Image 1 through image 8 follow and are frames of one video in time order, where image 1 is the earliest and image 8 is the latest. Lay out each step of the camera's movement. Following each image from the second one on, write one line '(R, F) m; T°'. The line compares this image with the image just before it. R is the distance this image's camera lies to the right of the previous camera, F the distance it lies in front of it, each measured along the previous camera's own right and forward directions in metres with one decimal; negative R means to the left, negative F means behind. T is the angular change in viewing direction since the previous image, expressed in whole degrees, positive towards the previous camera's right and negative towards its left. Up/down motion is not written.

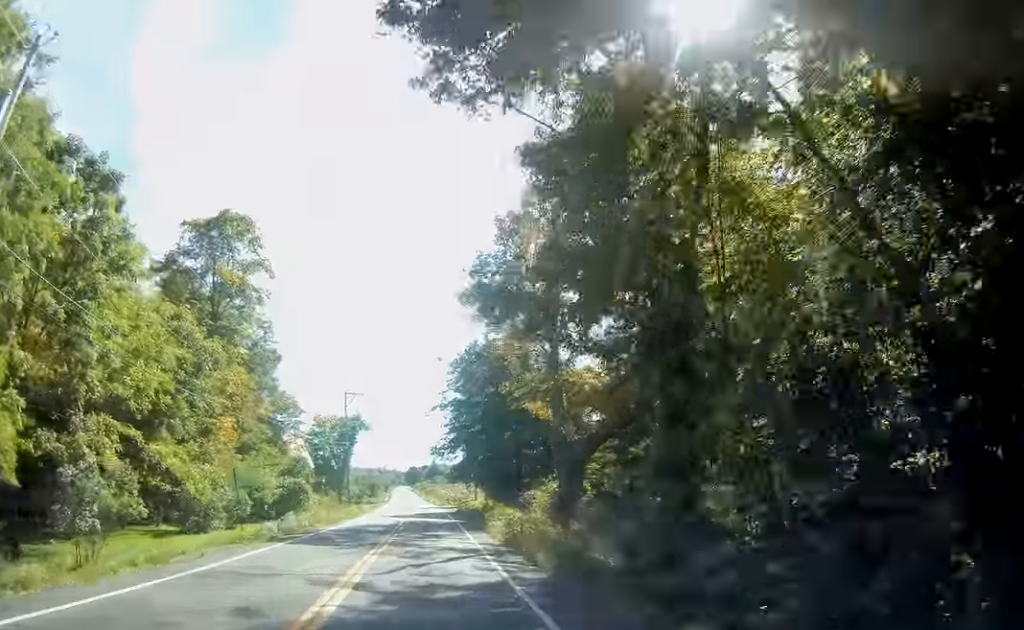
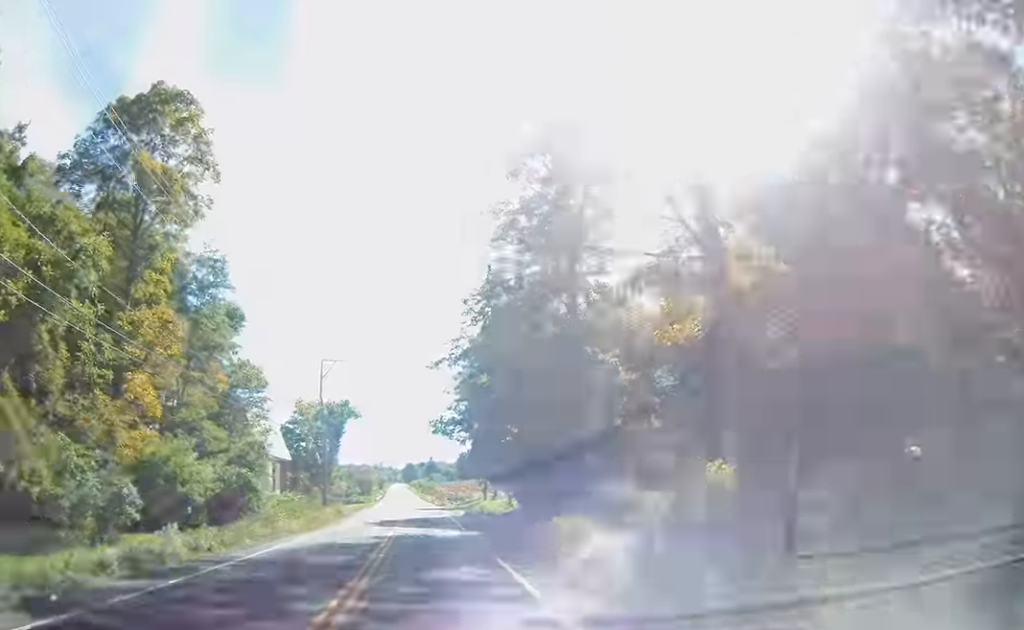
(+0.1, +16.5) m; 0°
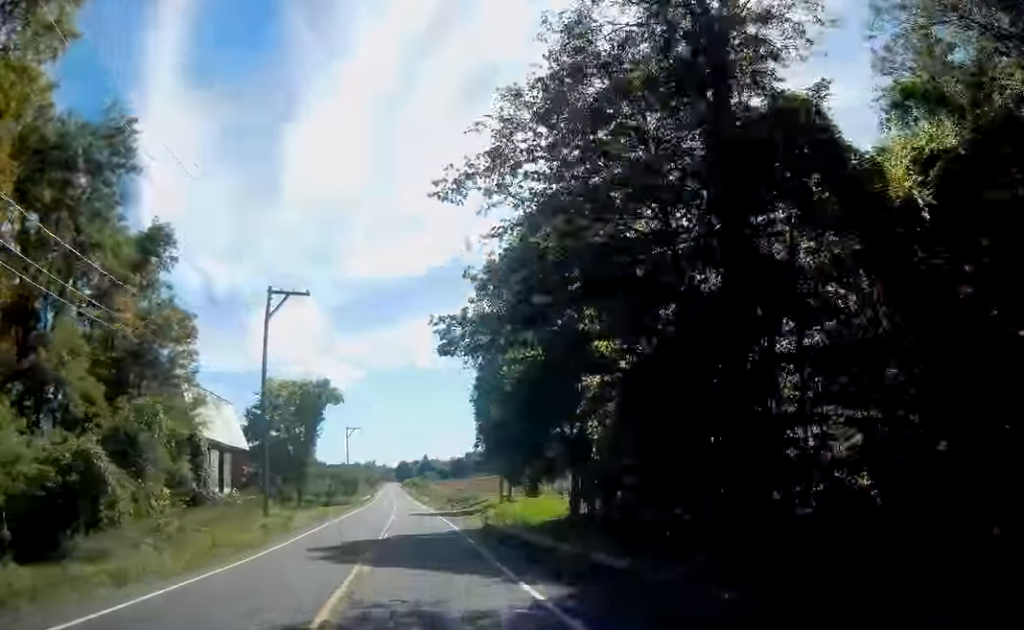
(0.0, +19.1) m; 0°
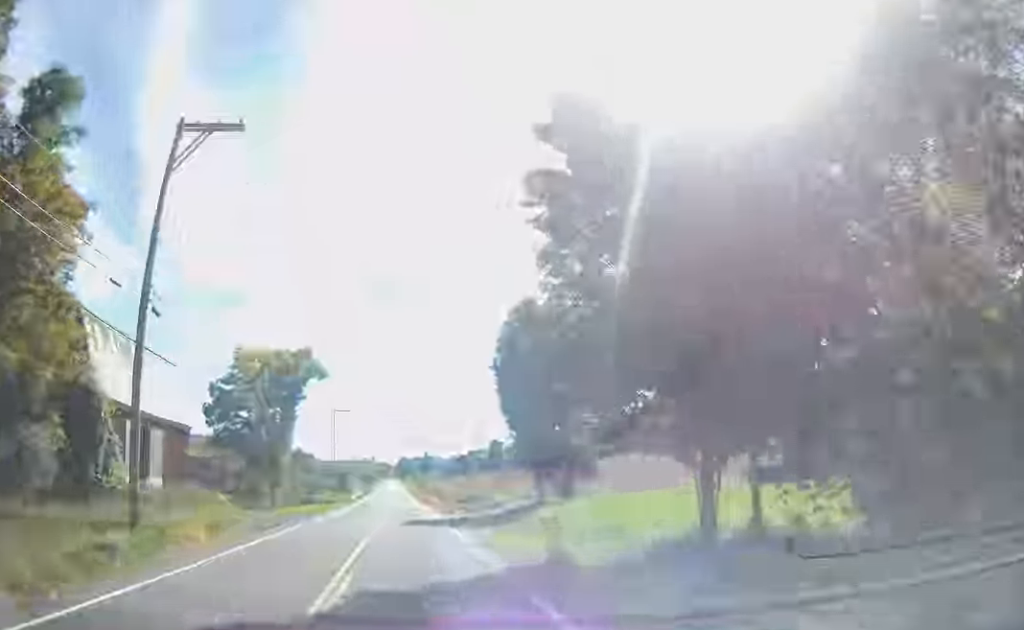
(+0.1, +17.6) m; 0°
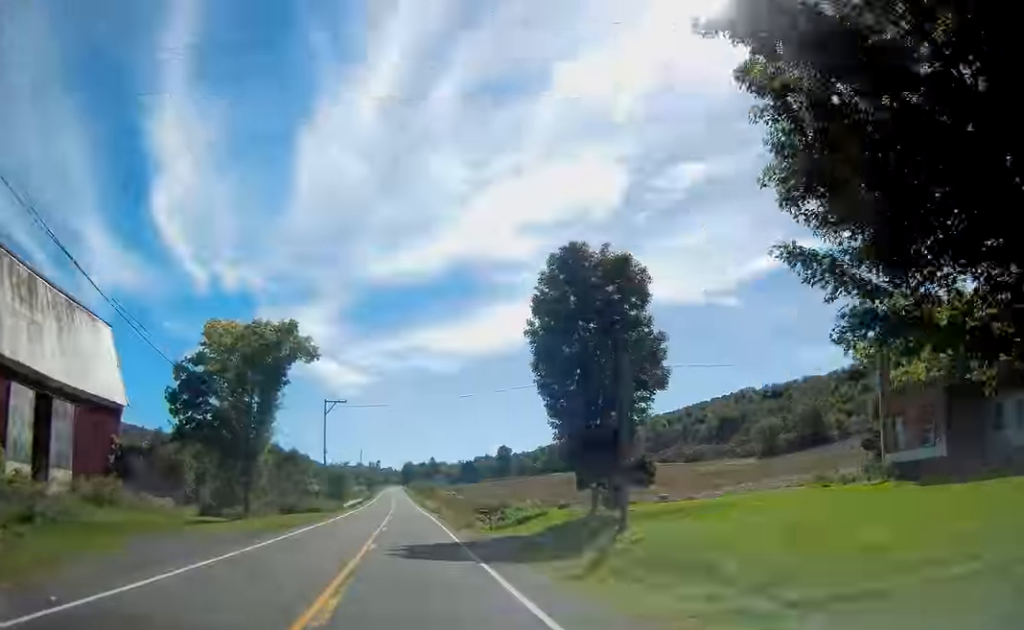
(-0.1, +13.7) m; 0°
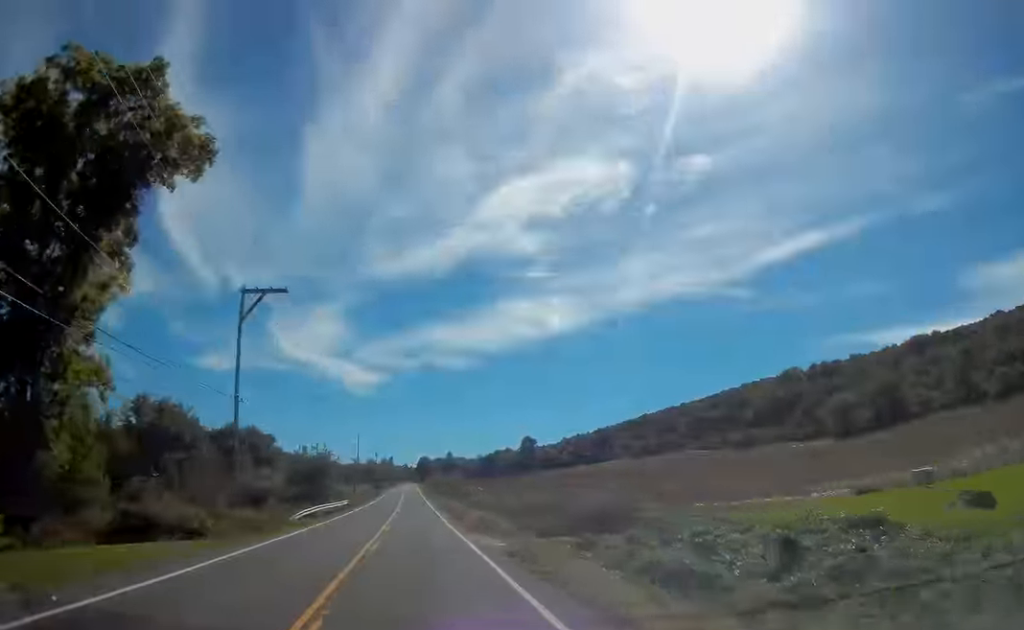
(-0.4, +39.7) m; -1°
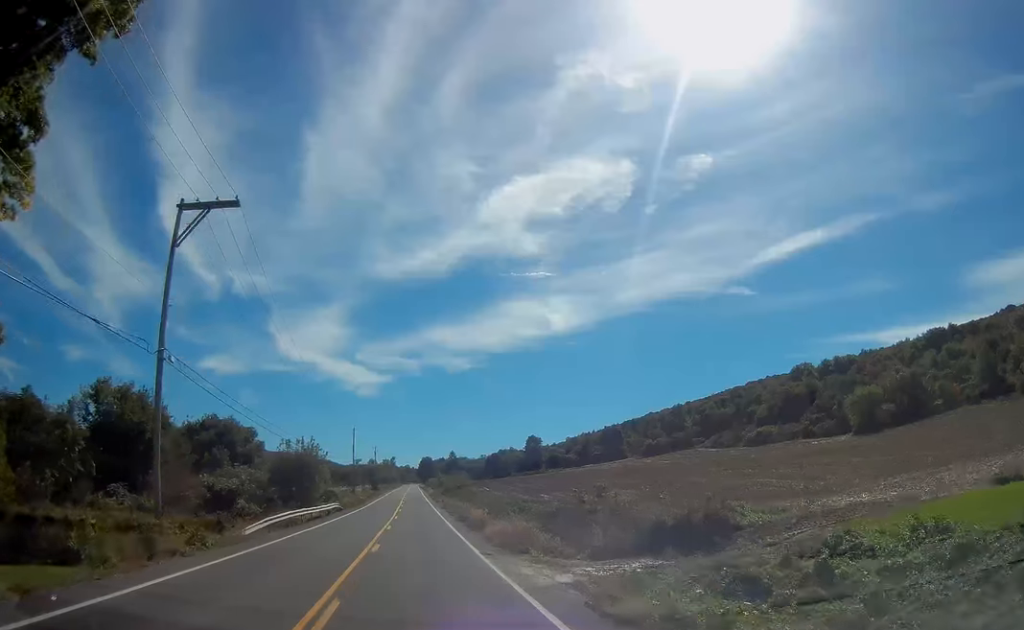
(-0.1, +10.6) m; -1°
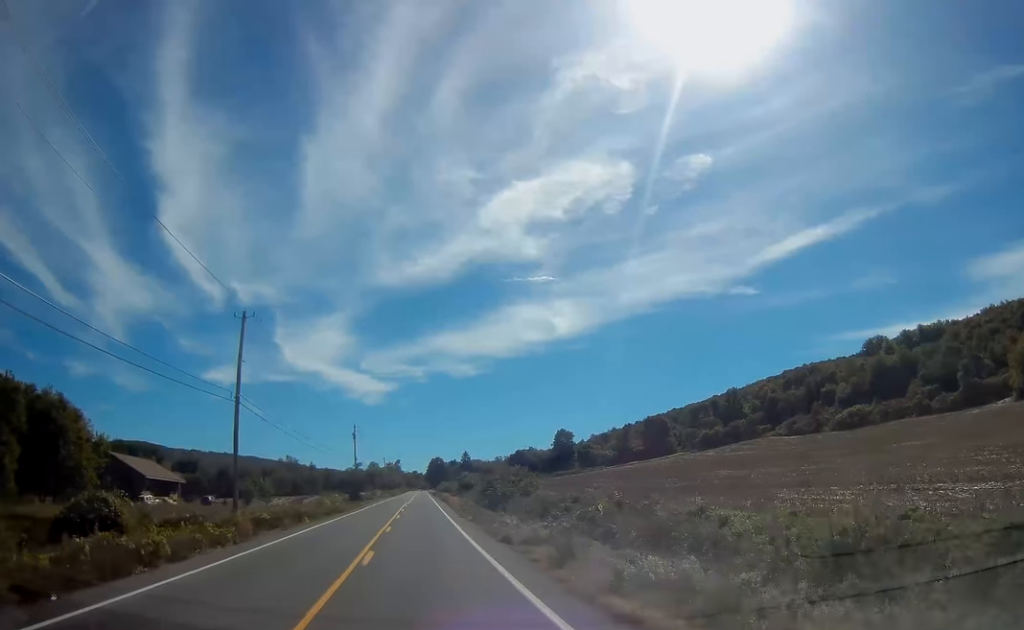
(-0.7, +65.7) m; -1°
